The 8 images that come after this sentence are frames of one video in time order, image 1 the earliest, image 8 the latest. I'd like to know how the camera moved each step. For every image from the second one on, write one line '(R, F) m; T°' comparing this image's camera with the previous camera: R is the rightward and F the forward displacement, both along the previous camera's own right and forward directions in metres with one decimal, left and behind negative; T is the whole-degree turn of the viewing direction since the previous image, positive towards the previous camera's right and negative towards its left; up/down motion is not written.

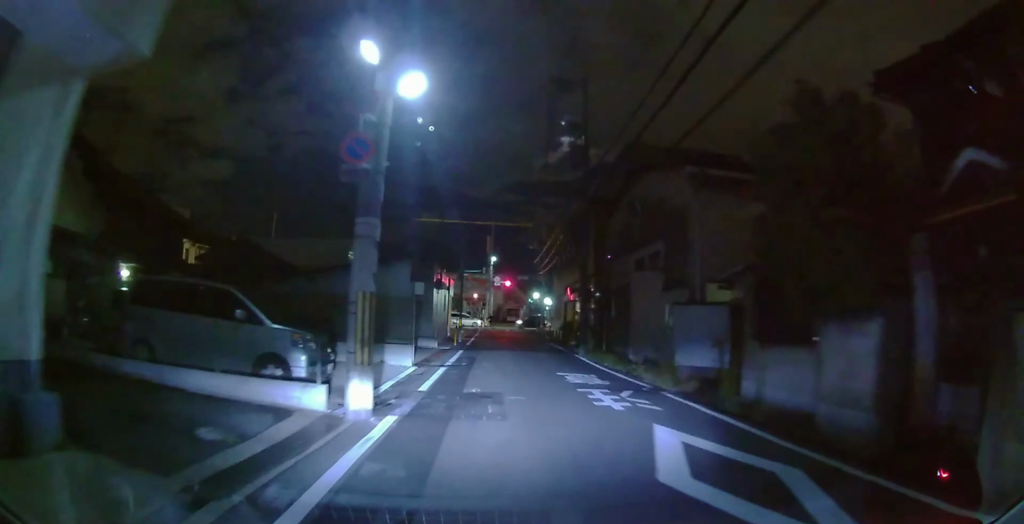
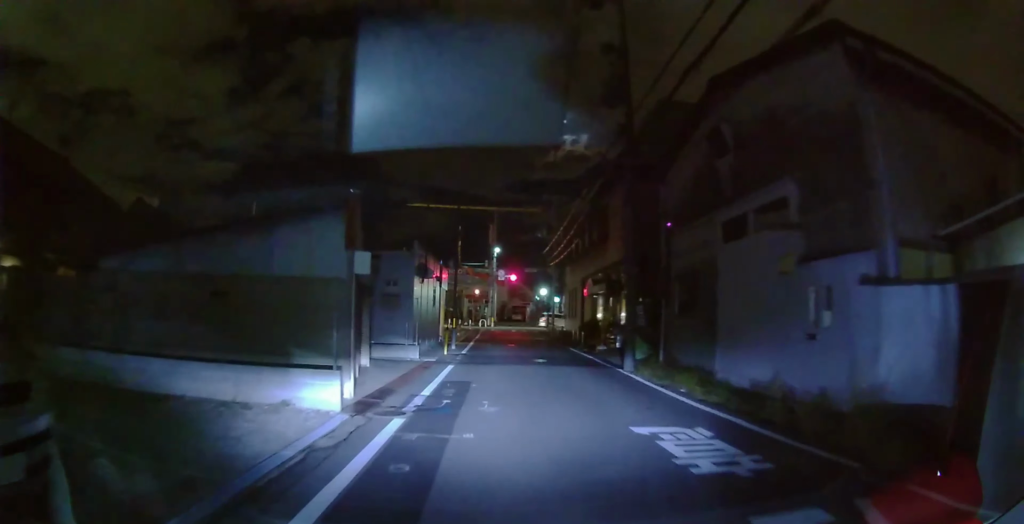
(0.0, +7.7) m; 0°
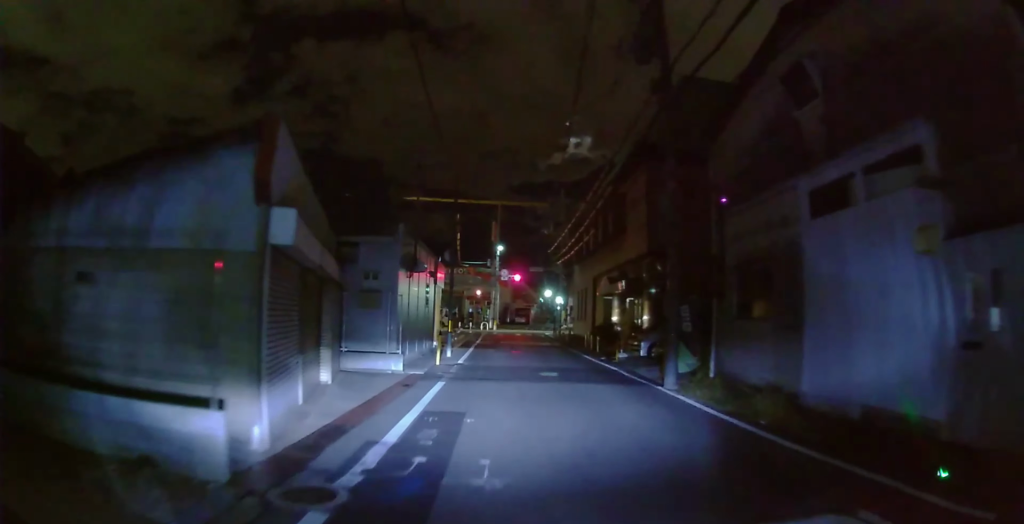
(0.0, +3.5) m; 0°
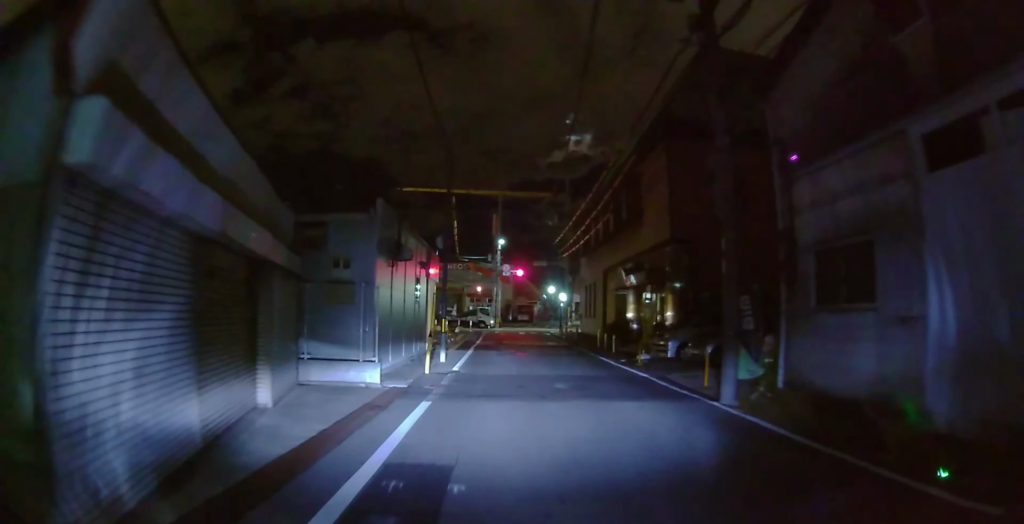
(0.0, +2.9) m; 0°
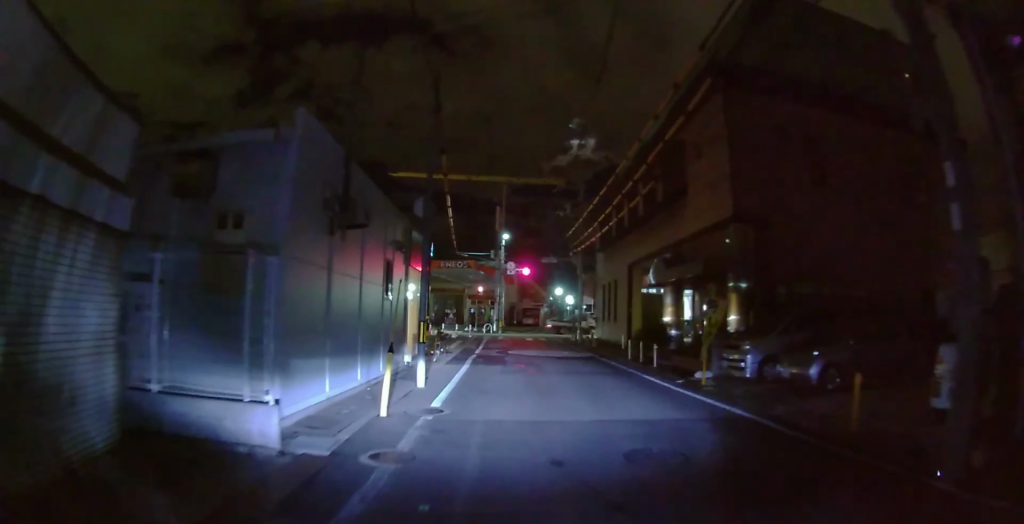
(0.0, +5.0) m; +1°
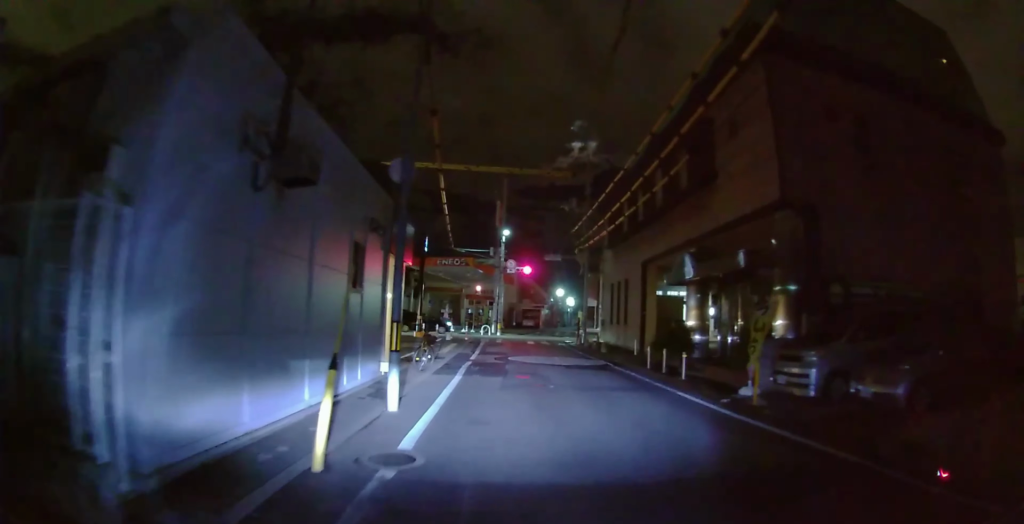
(0.0, +2.6) m; +3°
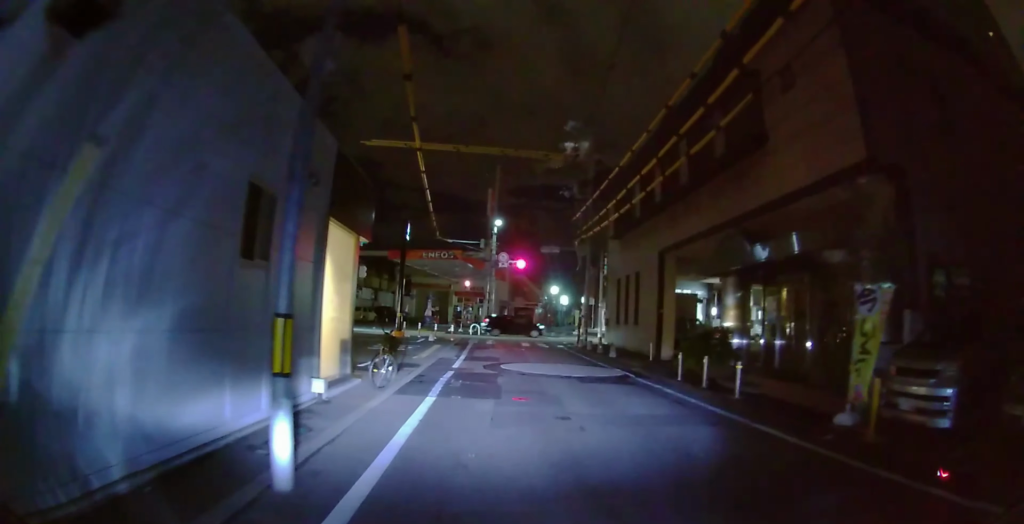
(+0.2, +3.9) m; 0°
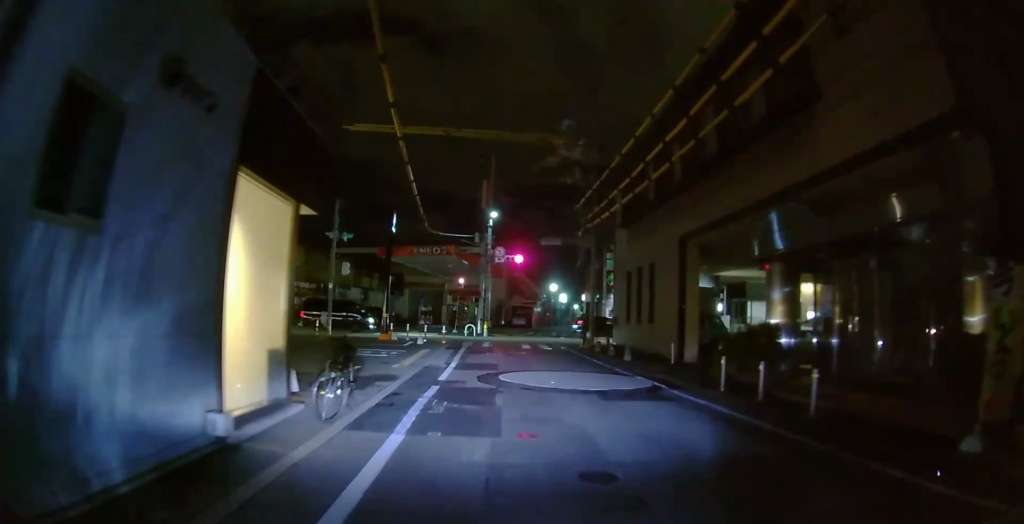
(-0.1, +2.9) m; -2°
